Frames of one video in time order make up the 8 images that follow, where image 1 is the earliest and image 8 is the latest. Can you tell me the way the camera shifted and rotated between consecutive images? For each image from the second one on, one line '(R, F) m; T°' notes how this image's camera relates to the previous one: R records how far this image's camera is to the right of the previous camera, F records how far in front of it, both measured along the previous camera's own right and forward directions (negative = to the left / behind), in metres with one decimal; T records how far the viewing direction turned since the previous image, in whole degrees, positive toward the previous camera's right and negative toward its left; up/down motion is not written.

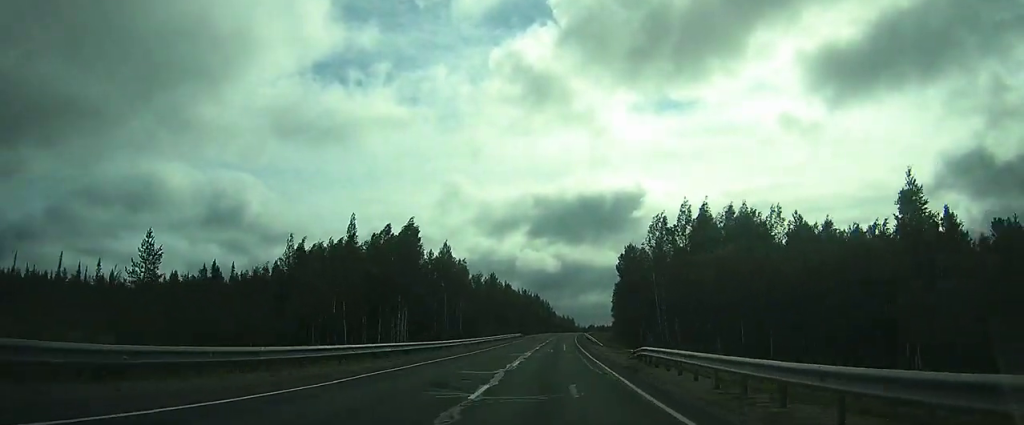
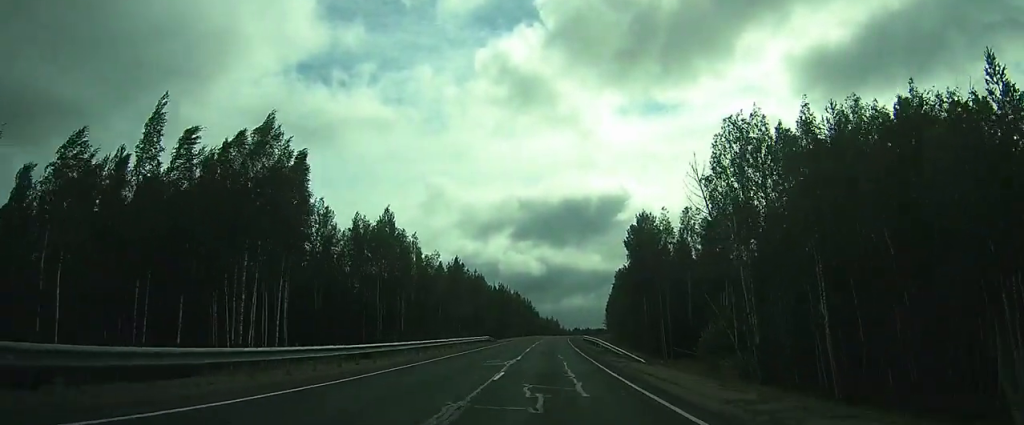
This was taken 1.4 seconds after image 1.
(+0.4, +28.6) m; +1°
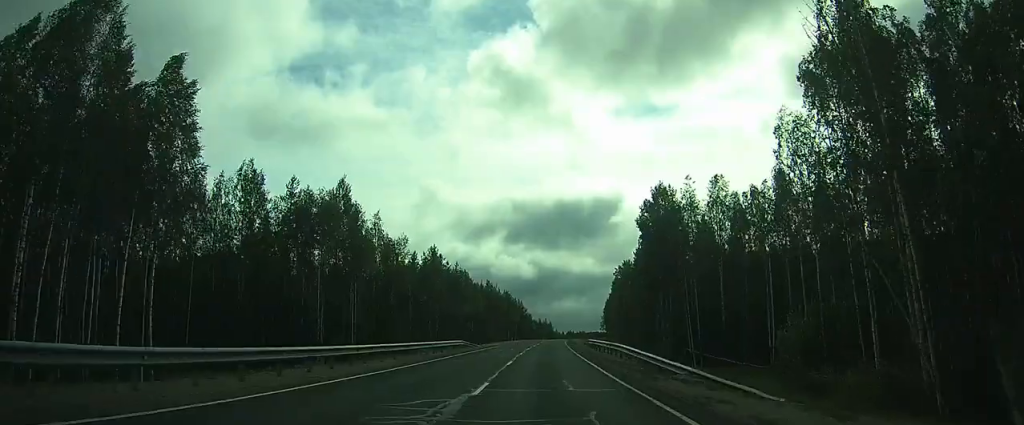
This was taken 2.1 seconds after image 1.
(+0.2, +13.8) m; 0°
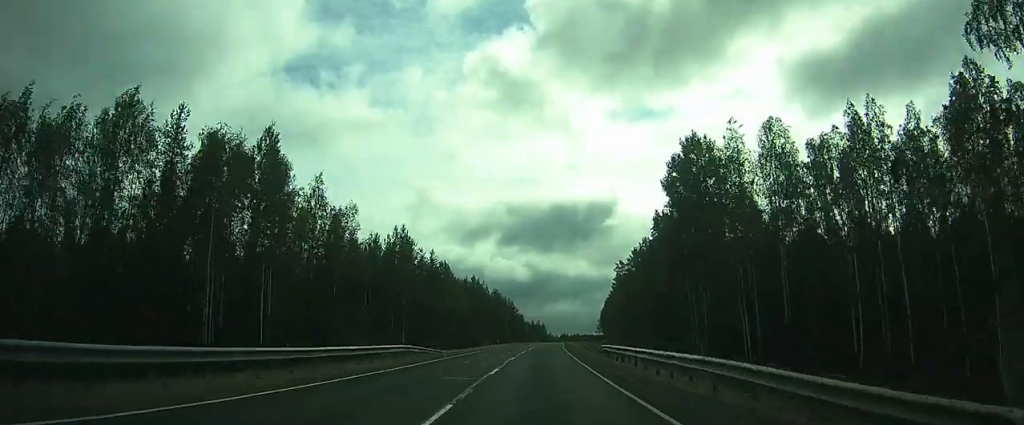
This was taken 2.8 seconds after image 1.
(-0.2, +14.3) m; 0°
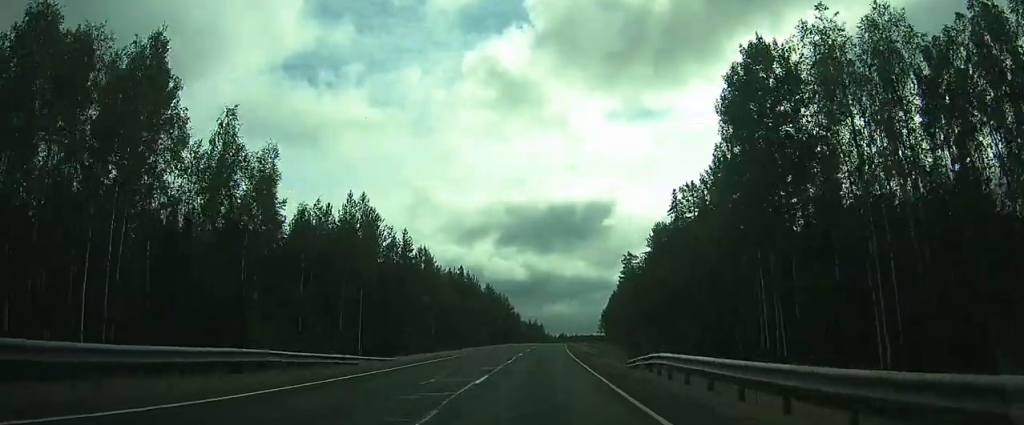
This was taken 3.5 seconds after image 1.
(-0.1, +15.1) m; 0°
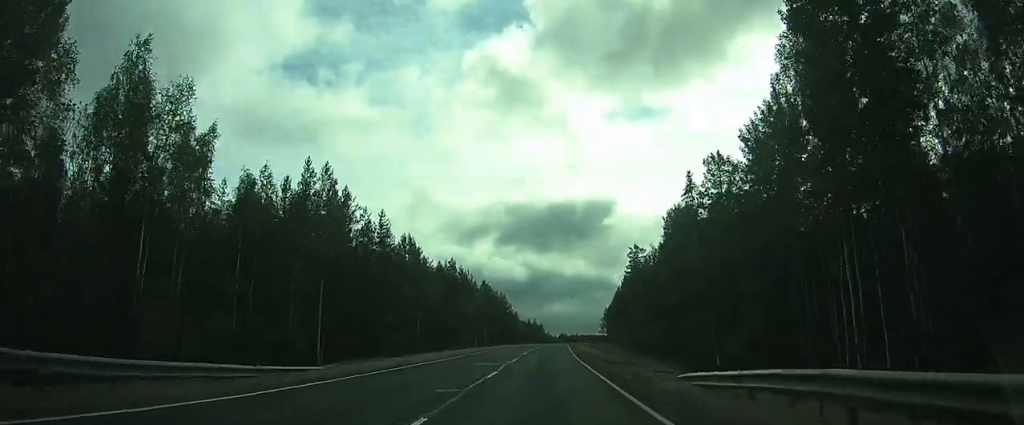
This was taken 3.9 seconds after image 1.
(+0.1, +10.6) m; 0°
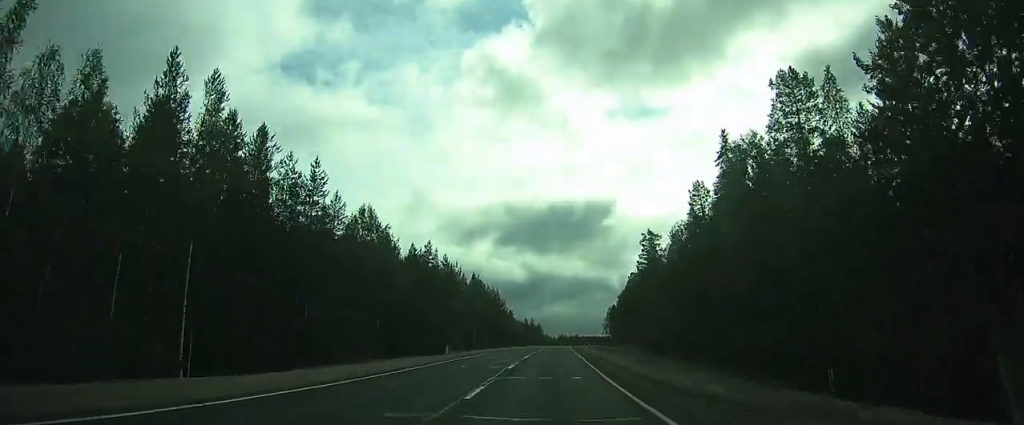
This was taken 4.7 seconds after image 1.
(+0.1, +19.7) m; +1°
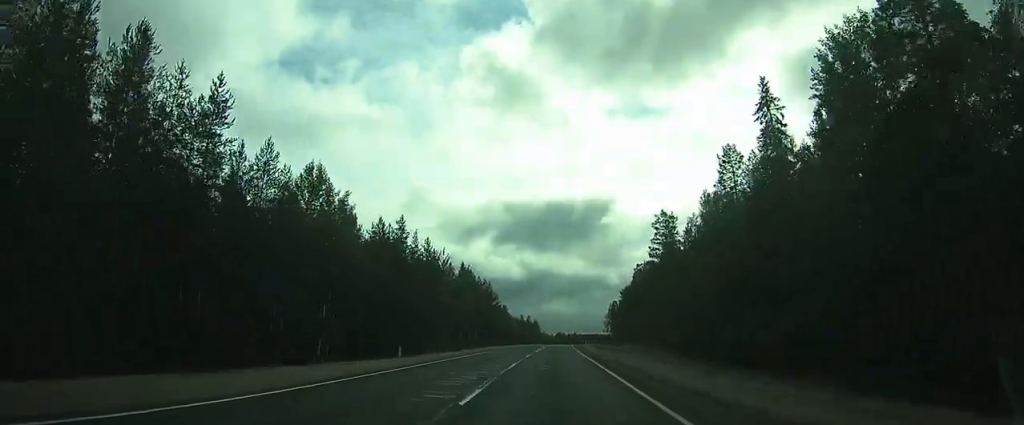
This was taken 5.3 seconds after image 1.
(0.0, +15.8) m; +1°
